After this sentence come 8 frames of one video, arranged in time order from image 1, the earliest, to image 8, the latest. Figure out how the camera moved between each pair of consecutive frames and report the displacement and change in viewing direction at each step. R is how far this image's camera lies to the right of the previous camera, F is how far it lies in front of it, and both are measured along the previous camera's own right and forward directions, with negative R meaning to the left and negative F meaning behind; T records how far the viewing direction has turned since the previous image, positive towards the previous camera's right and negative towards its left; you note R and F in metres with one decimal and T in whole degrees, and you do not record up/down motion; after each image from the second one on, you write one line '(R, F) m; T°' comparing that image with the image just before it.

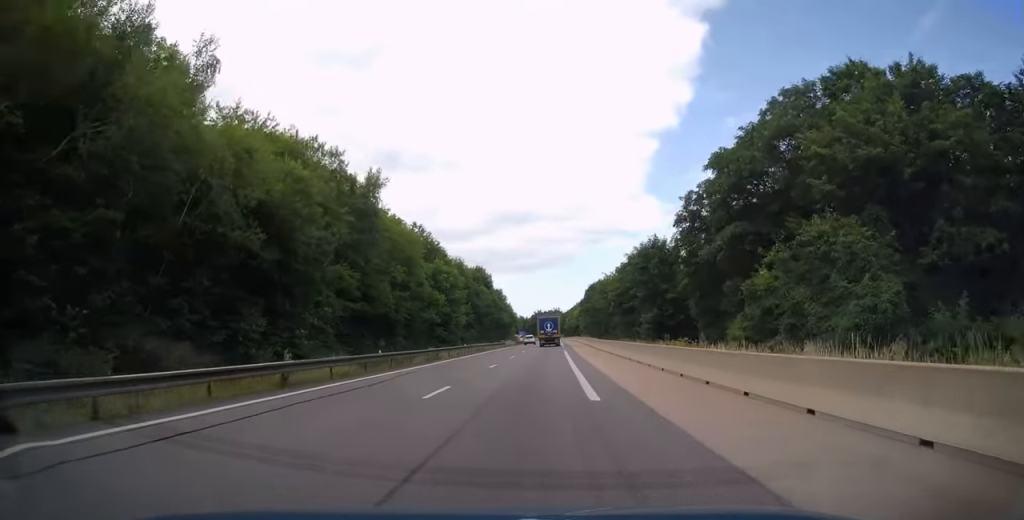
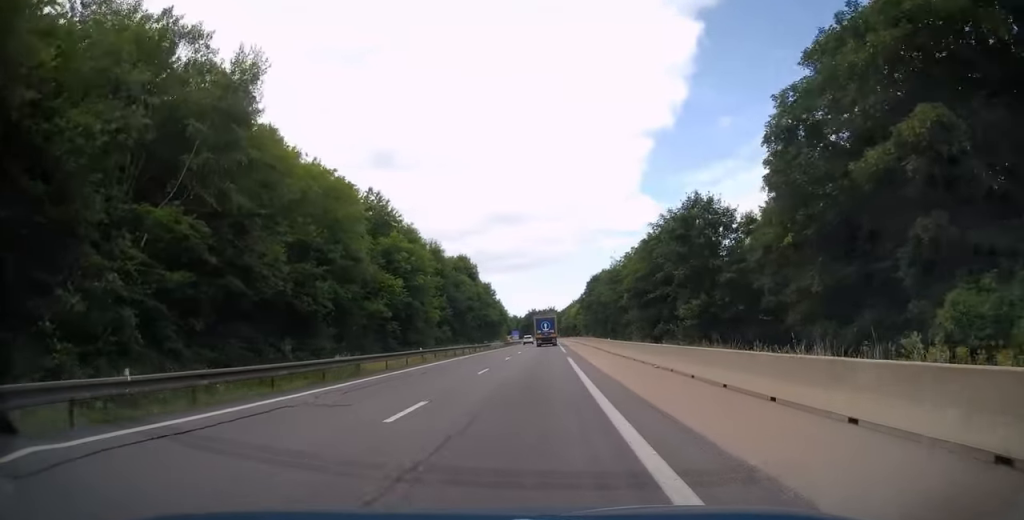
(+0.1, +16.7) m; +1°
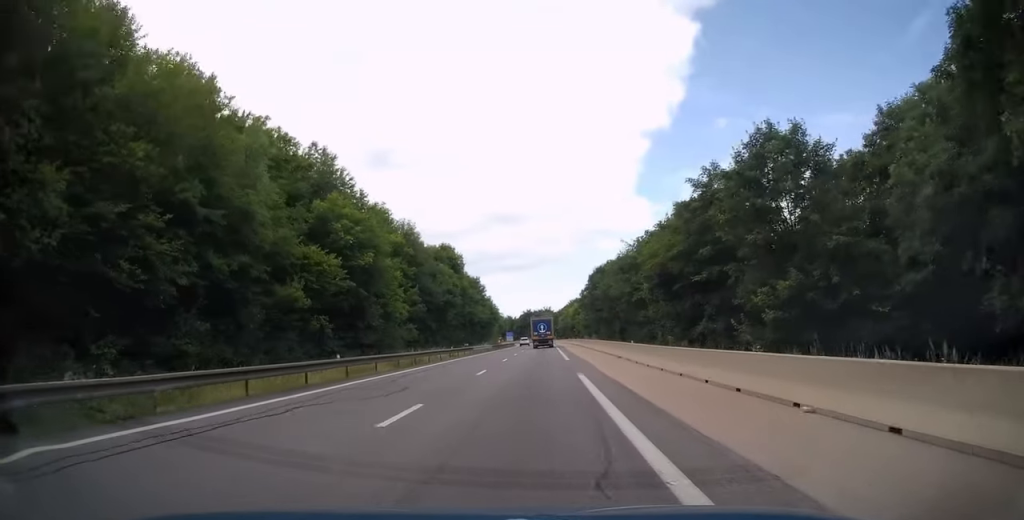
(+0.1, +13.4) m; +1°
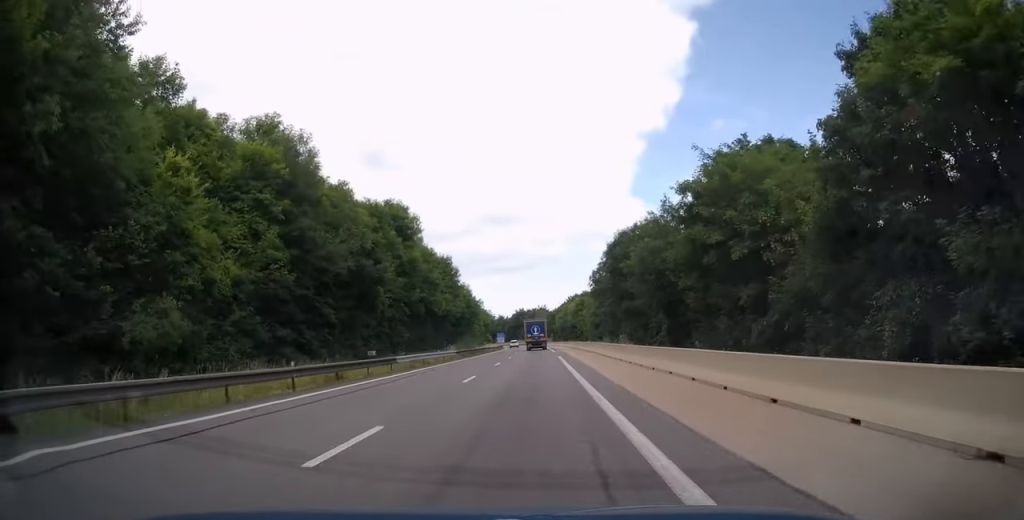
(0.0, +28.8) m; 0°
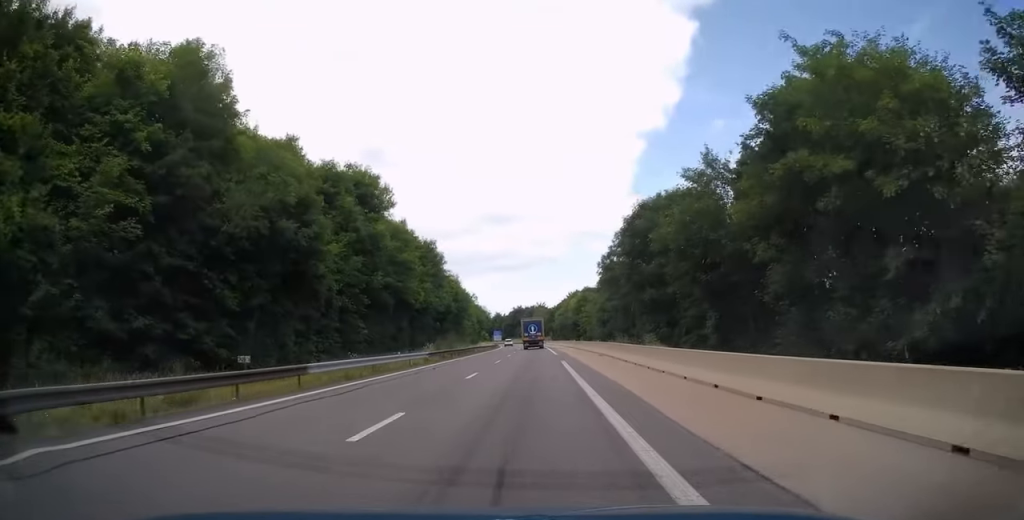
(-0.1, +11.4) m; 0°
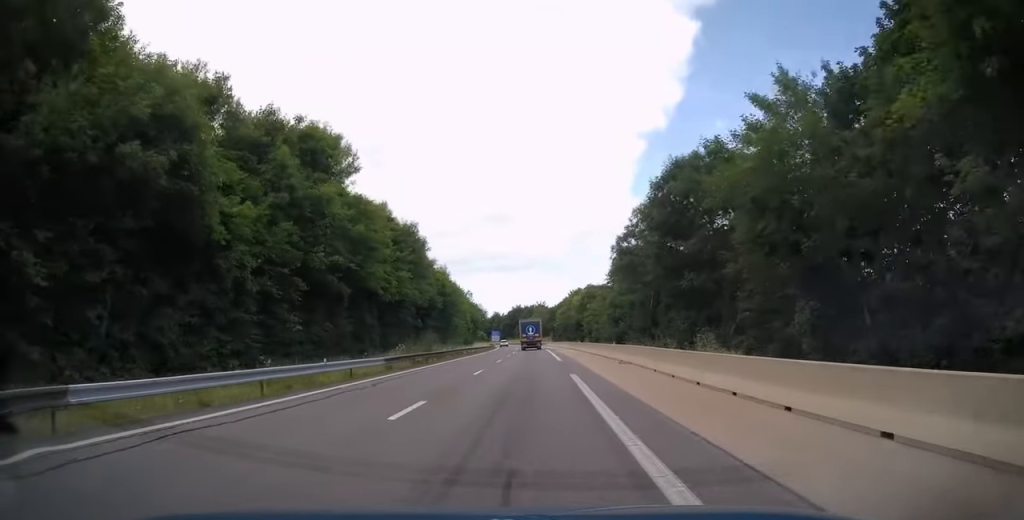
(-0.1, +10.5) m; 0°
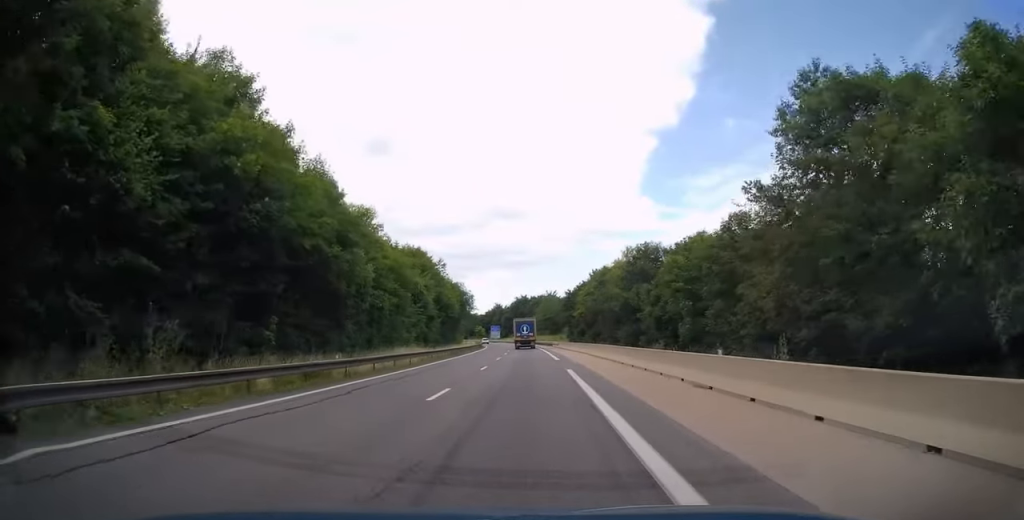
(+0.1, +48.7) m; -1°
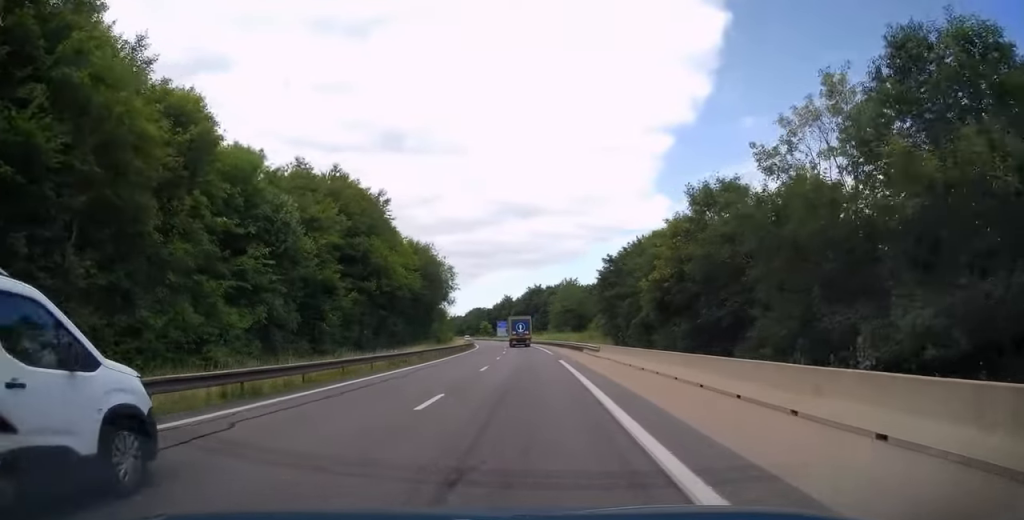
(0.0, +40.6) m; -1°
